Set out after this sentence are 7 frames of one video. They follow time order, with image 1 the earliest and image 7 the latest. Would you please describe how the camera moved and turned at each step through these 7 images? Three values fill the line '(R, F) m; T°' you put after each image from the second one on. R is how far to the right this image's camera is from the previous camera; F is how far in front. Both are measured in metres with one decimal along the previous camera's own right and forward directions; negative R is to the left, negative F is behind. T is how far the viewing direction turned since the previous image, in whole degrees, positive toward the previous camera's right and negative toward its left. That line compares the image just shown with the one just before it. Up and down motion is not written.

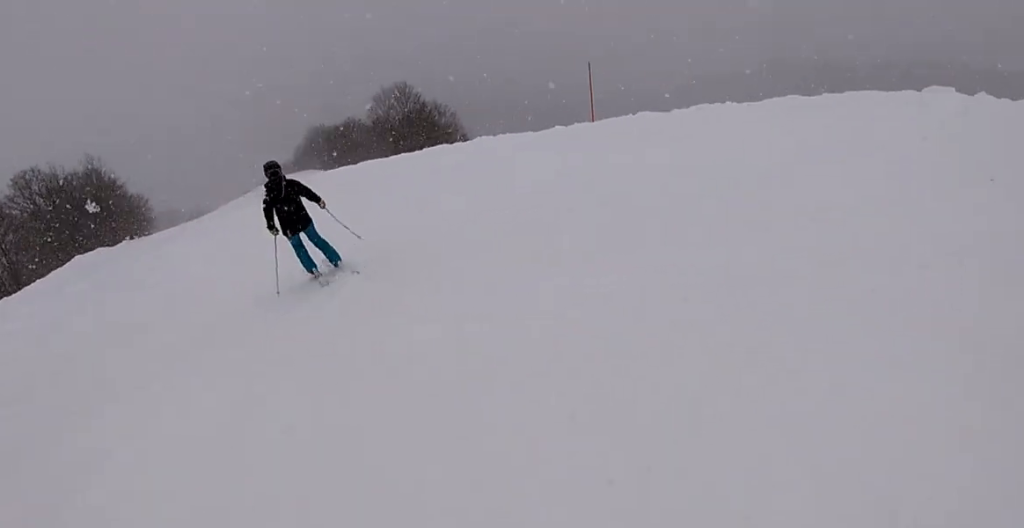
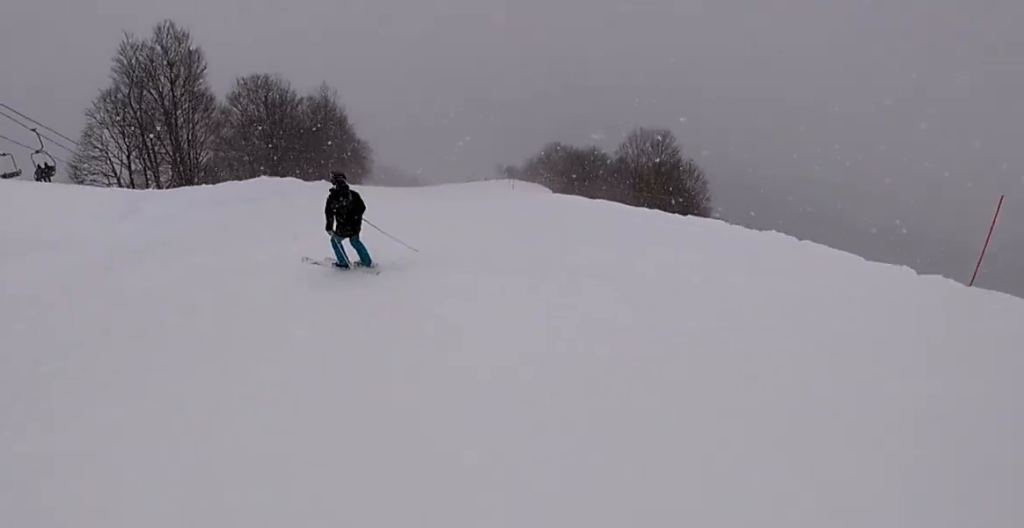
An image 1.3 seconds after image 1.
(0.0, +4.3) m; 0°
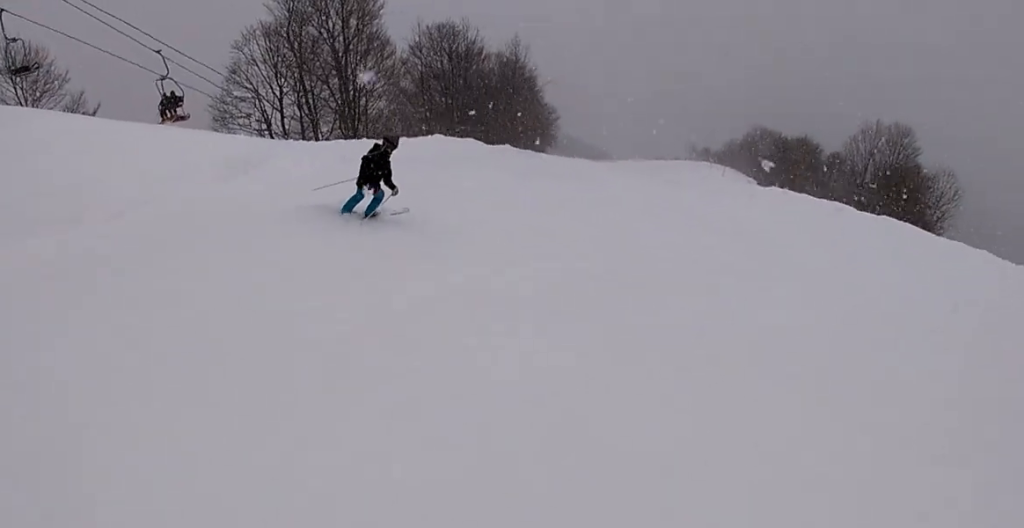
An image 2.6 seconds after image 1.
(0.0, +5.4) m; +1°
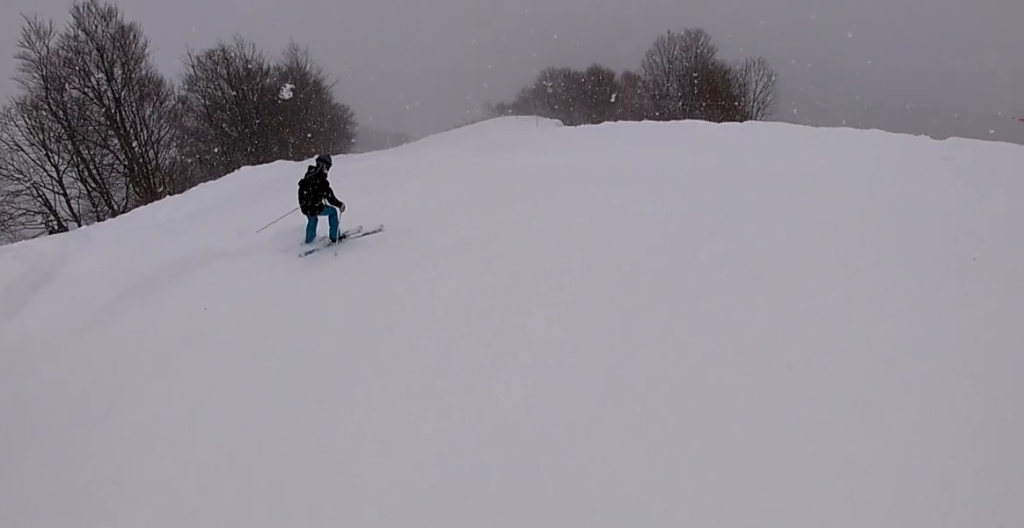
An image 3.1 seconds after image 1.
(0.0, +2.7) m; +2°
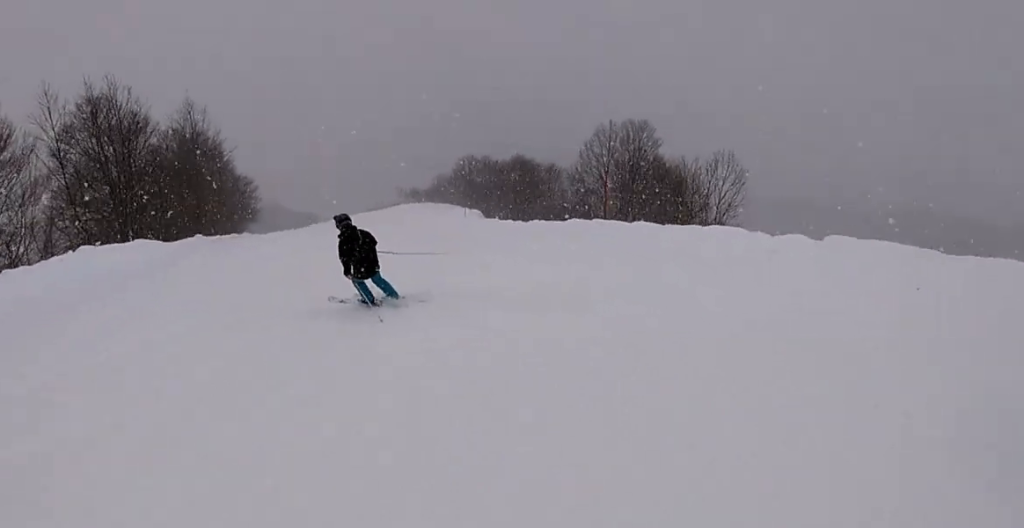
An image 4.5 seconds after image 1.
(+0.7, +6.7) m; +3°
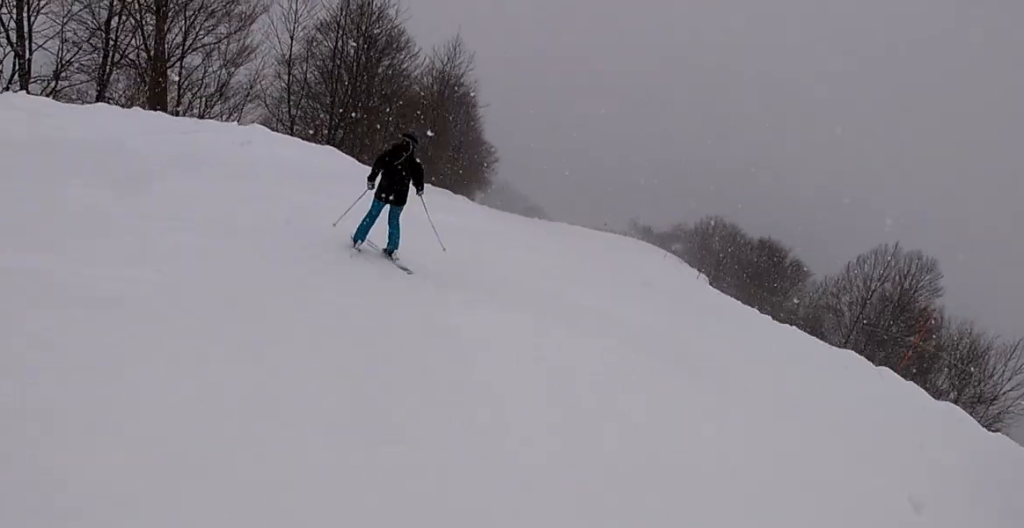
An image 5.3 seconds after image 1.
(-0.2, +4.2) m; -9°
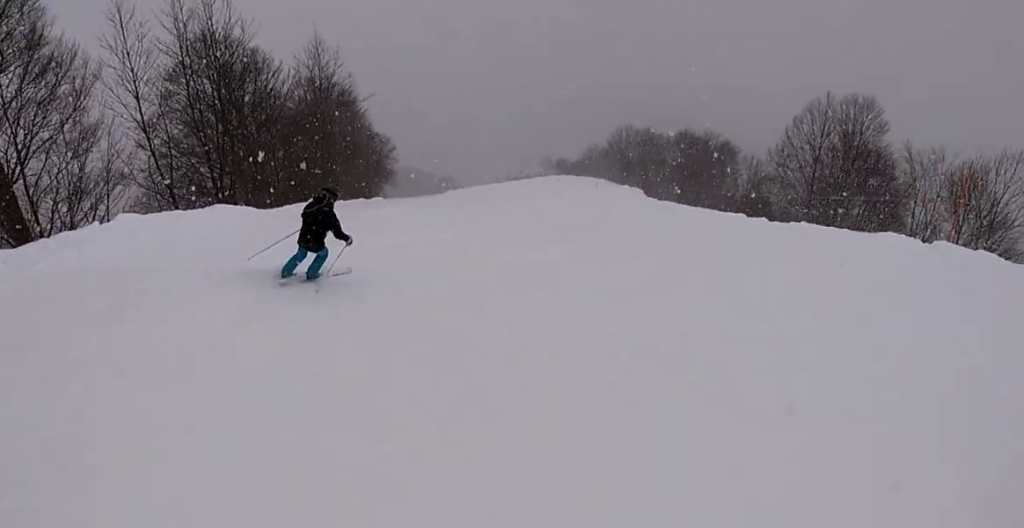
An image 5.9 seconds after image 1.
(-0.8, +3.2) m; -7°
